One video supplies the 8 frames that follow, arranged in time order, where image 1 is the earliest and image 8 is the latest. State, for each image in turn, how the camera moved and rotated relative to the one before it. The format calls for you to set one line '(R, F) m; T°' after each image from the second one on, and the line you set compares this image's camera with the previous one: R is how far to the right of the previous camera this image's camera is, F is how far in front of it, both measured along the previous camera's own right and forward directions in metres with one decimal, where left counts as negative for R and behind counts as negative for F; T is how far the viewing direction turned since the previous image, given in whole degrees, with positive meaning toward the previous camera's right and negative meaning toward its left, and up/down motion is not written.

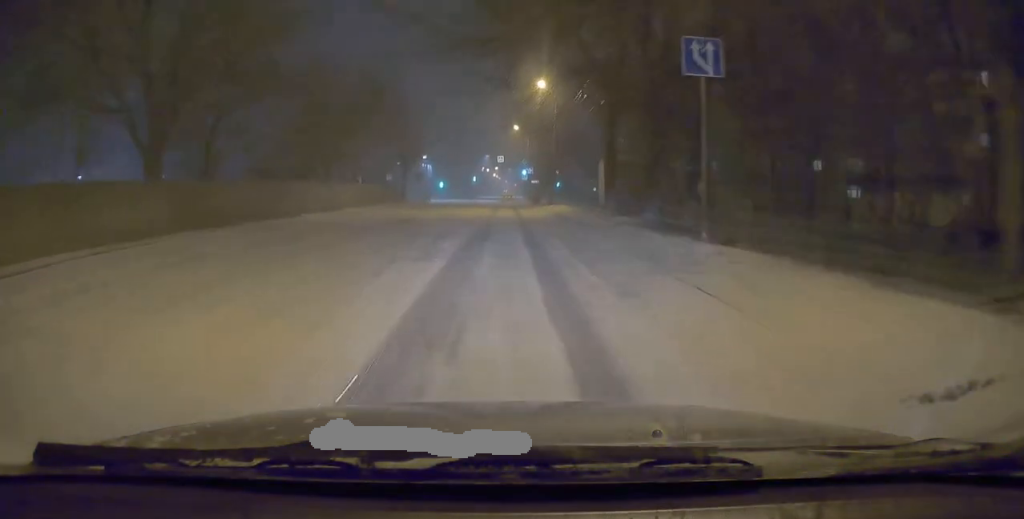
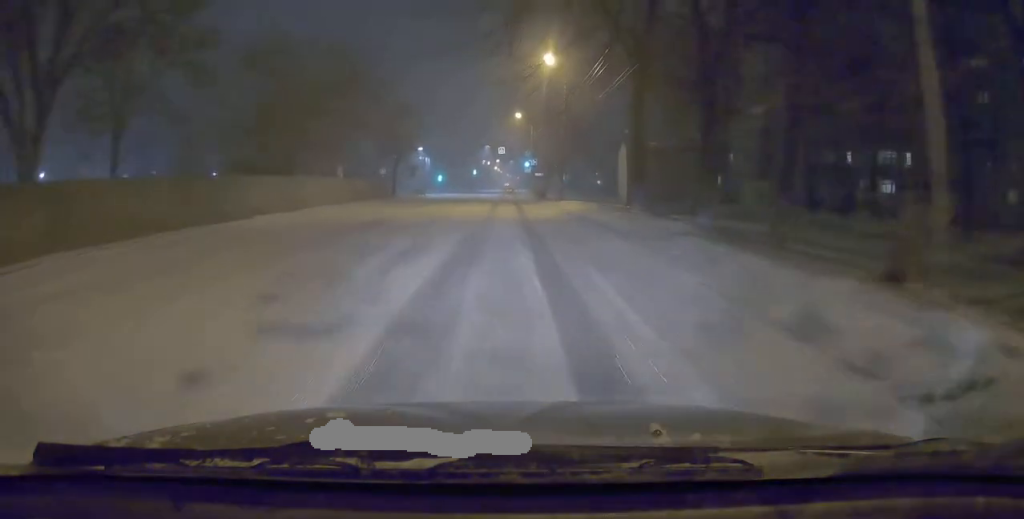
(-0.2, +5.8) m; 0°
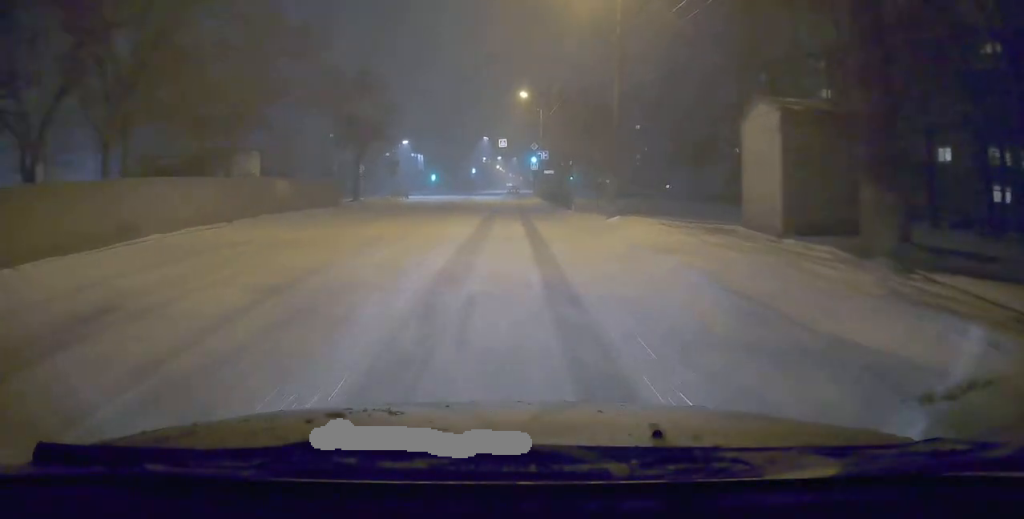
(+0.2, +15.2) m; 0°
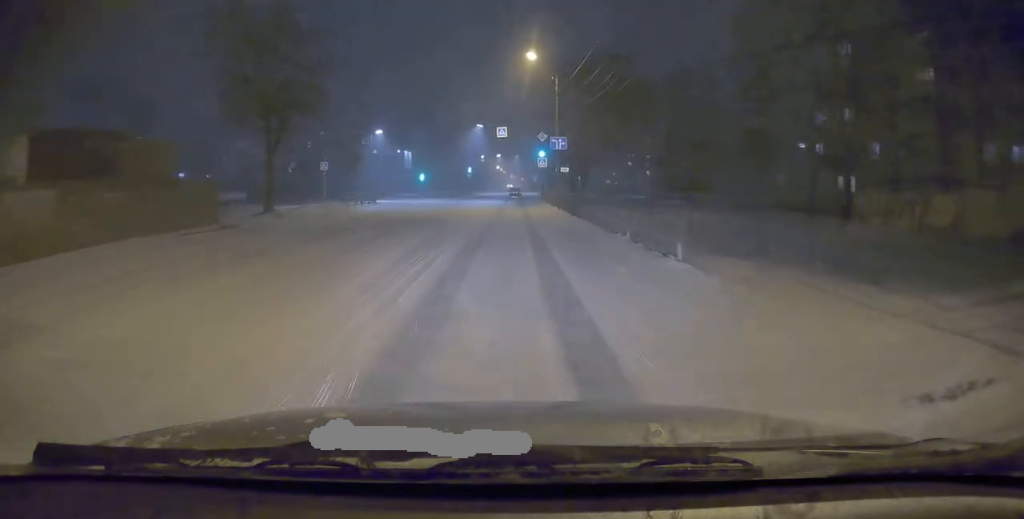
(+0.3, +15.6) m; -1°
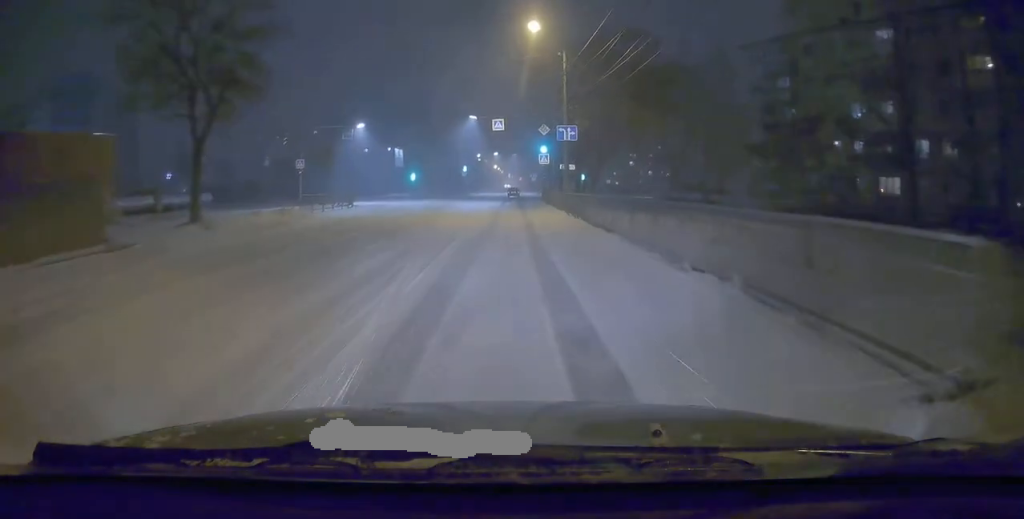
(-0.3, +6.6) m; -1°
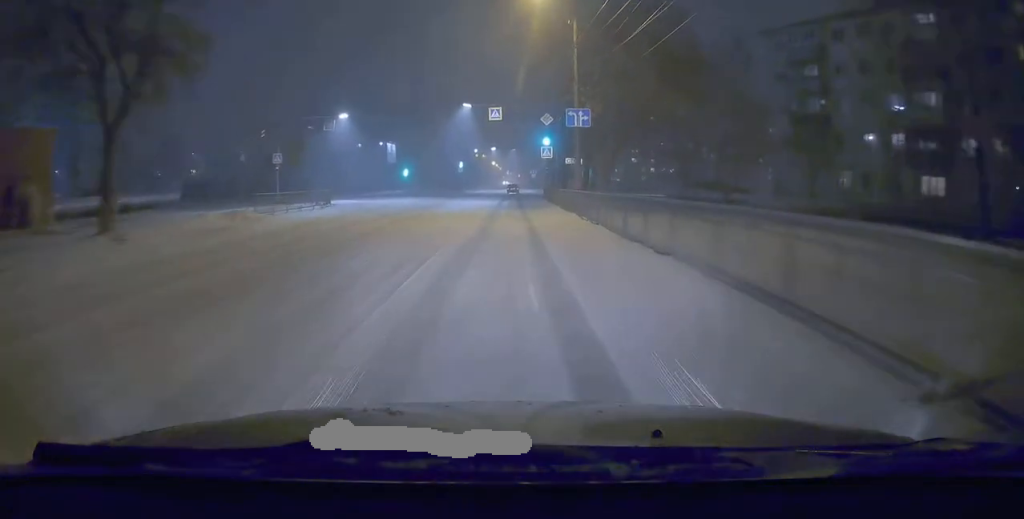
(-0.4, +5.2) m; -1°
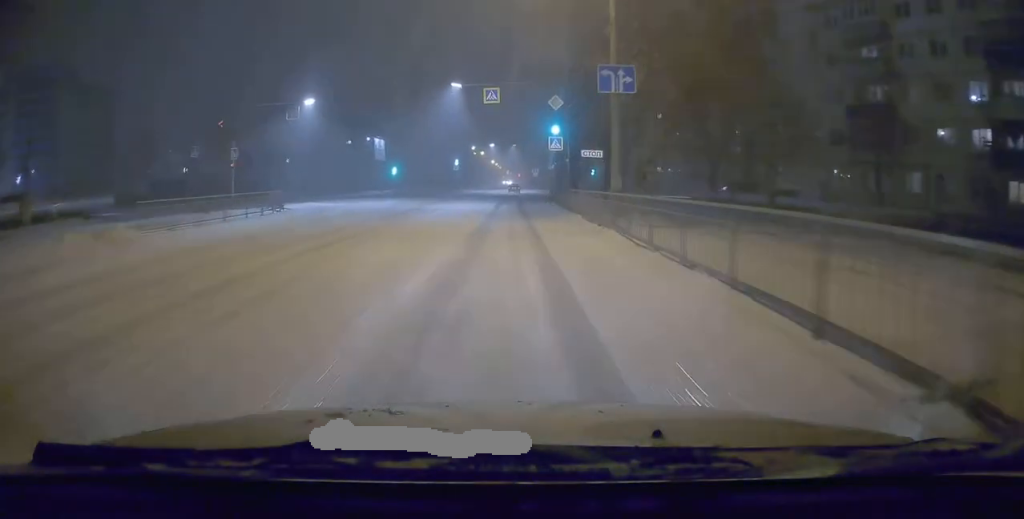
(+0.3, +8.3) m; +1°
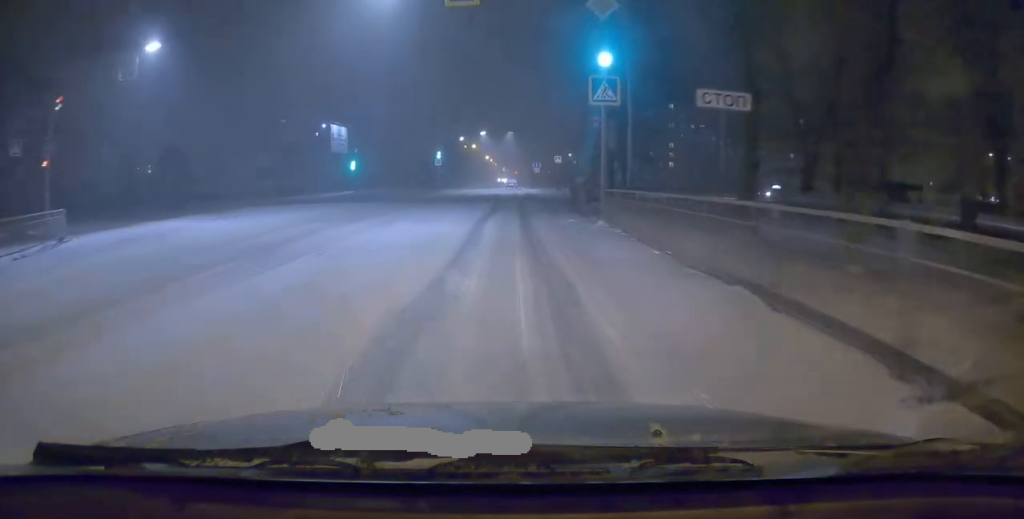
(+0.1, +18.7) m; +1°
